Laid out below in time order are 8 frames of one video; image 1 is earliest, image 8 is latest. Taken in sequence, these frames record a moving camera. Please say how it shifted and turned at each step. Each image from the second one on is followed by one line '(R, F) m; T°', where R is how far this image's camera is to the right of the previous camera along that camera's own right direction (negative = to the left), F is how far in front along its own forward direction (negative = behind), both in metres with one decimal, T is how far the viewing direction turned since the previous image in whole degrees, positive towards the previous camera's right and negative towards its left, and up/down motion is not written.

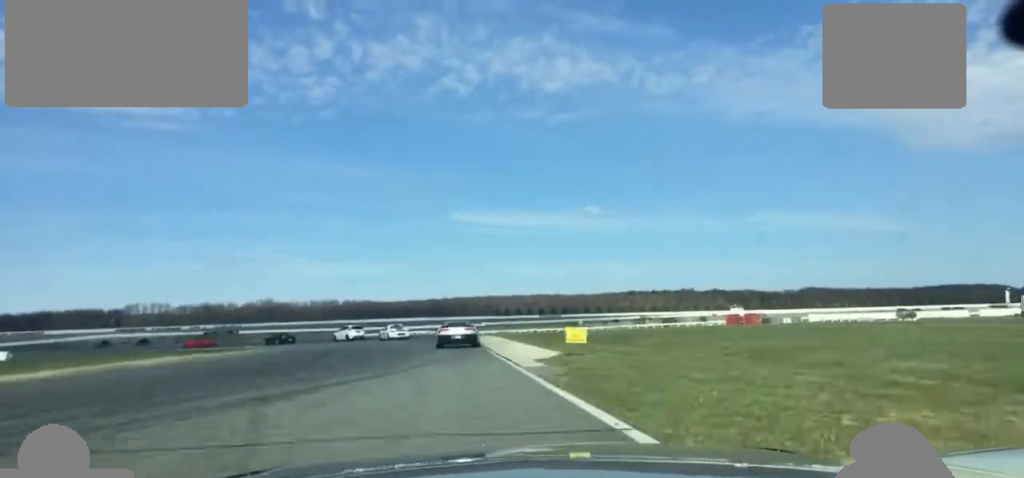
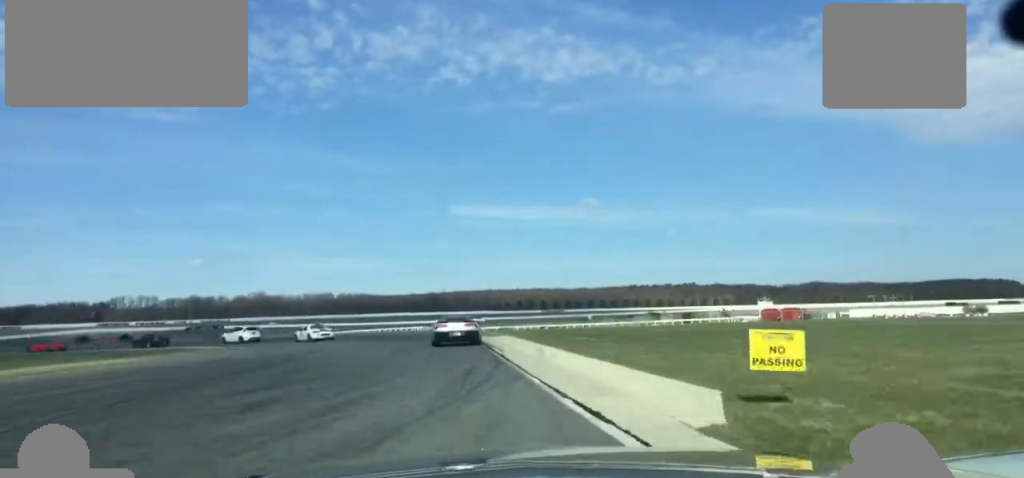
(0.0, +15.6) m; +1°
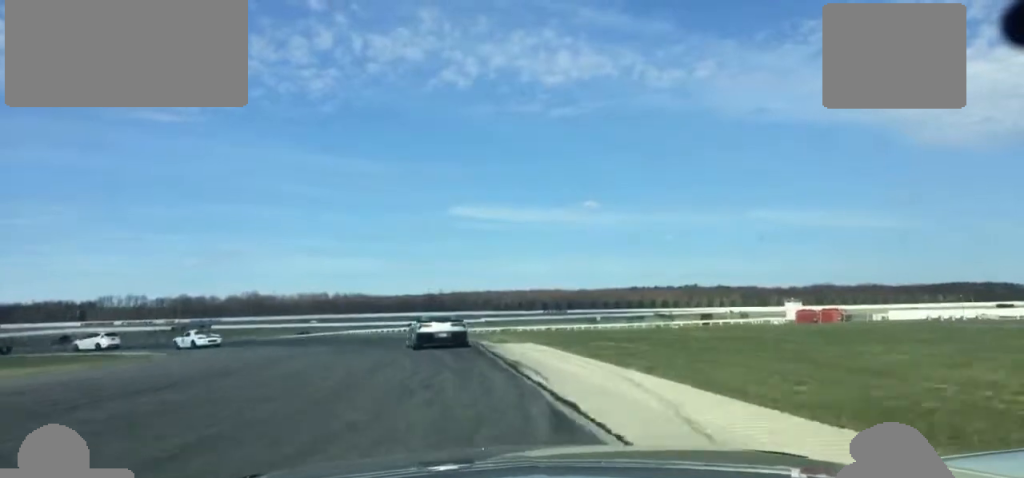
(-0.2, +13.5) m; +1°
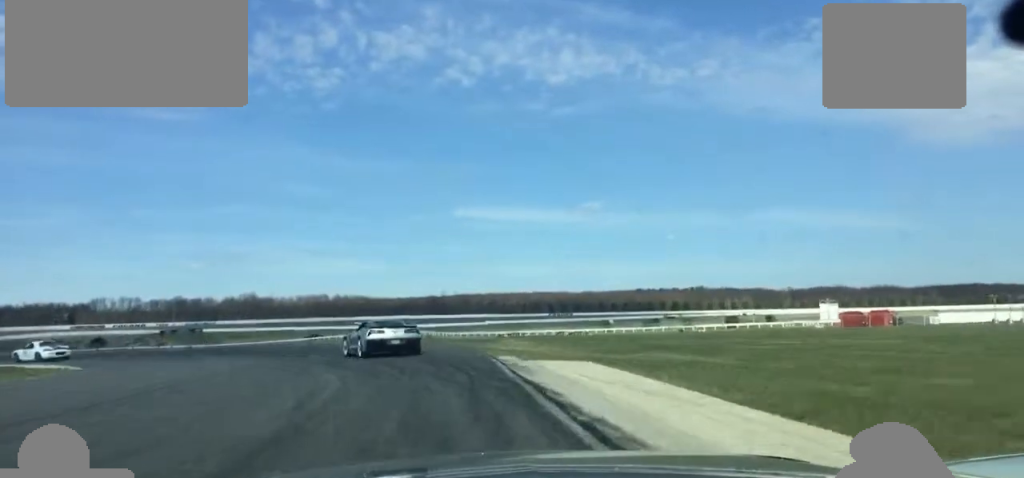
(+0.5, +11.3) m; -1°
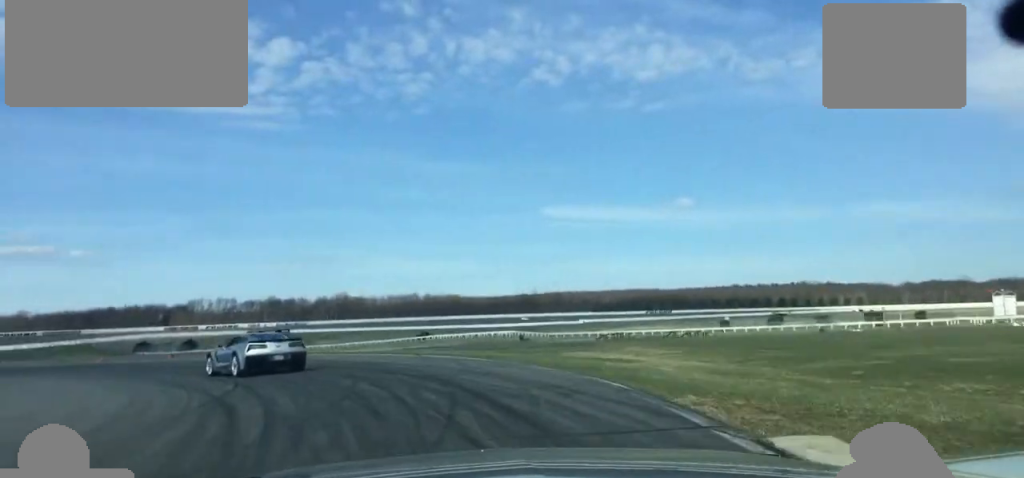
(+0.1, +18.0) m; -6°
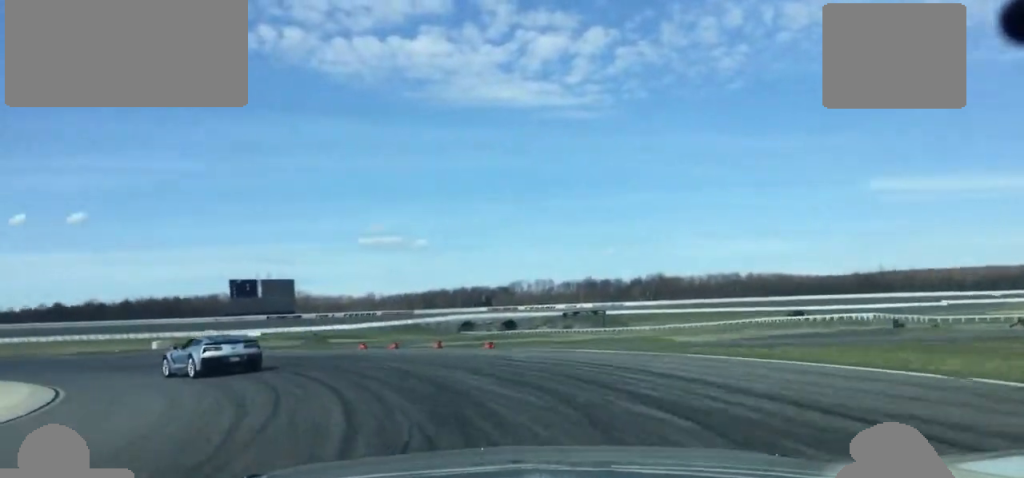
(-2.1, +20.5) m; -18°
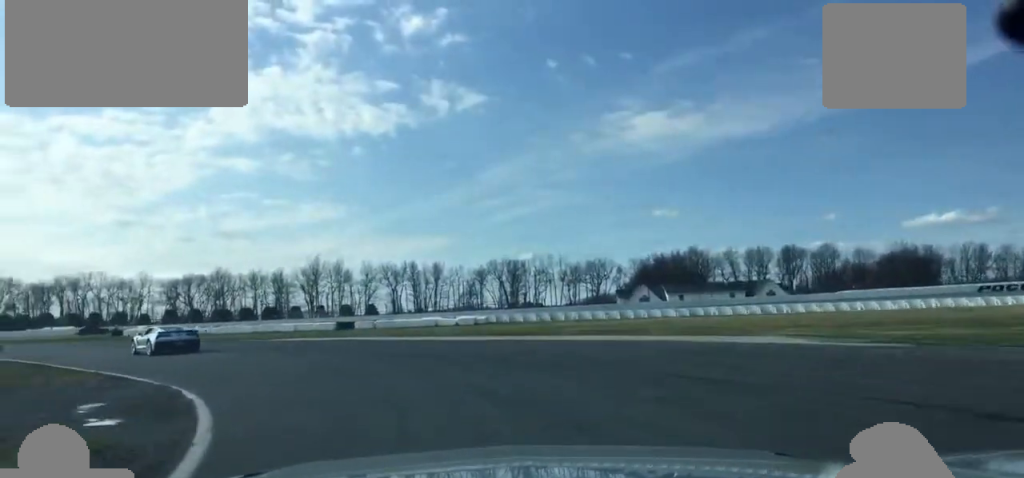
(-44.5, +54.9) m; -75°
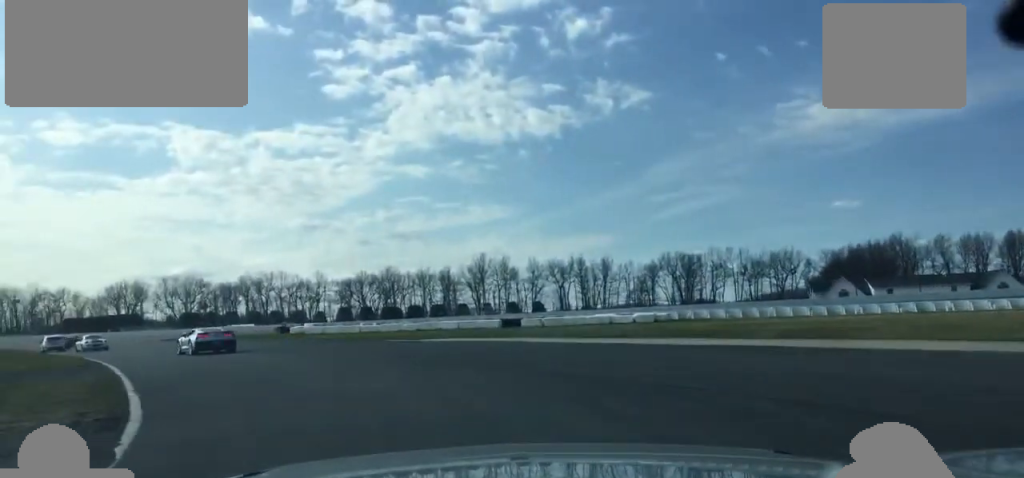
(-1.1, +11.4) m; -10°
